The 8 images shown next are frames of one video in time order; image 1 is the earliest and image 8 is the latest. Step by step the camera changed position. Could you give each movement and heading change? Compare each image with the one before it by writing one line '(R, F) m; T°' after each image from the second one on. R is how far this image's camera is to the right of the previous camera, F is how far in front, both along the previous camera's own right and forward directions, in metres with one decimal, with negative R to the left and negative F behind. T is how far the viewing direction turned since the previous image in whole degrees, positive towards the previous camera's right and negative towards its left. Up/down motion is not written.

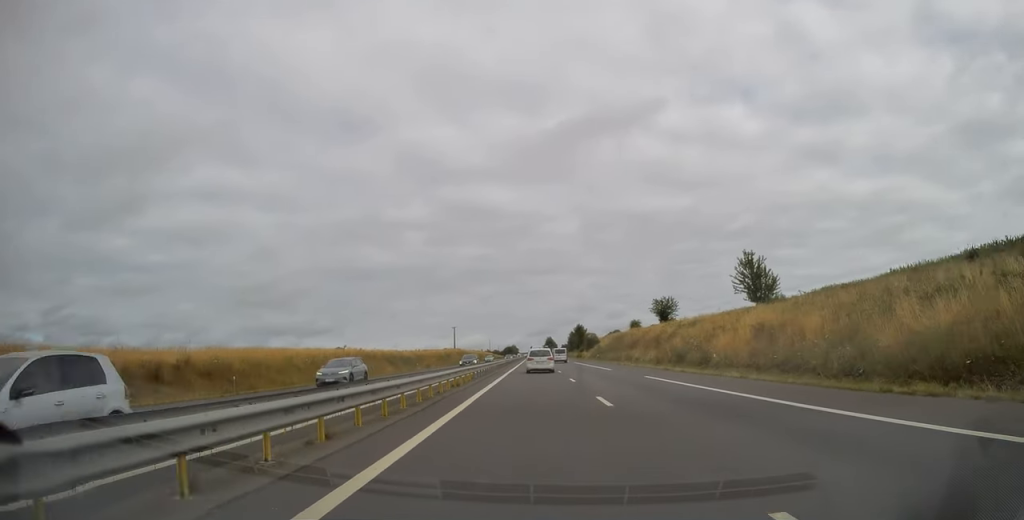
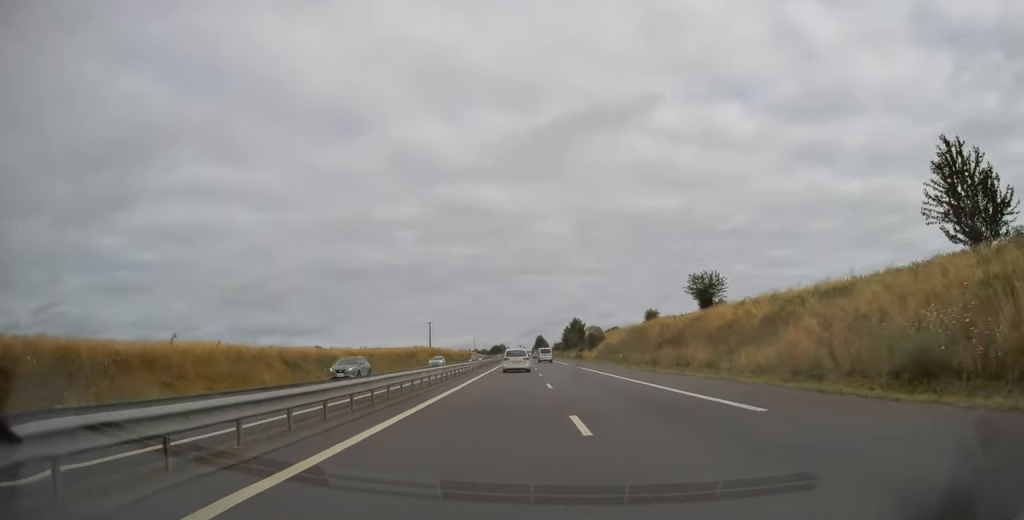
(+0.2, +31.0) m; +1°
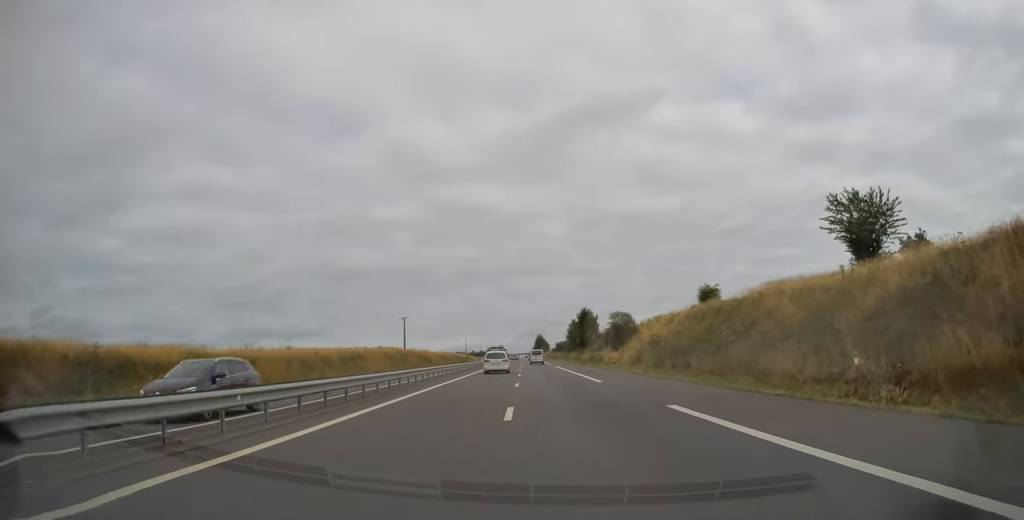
(+0.2, +36.2) m; 0°
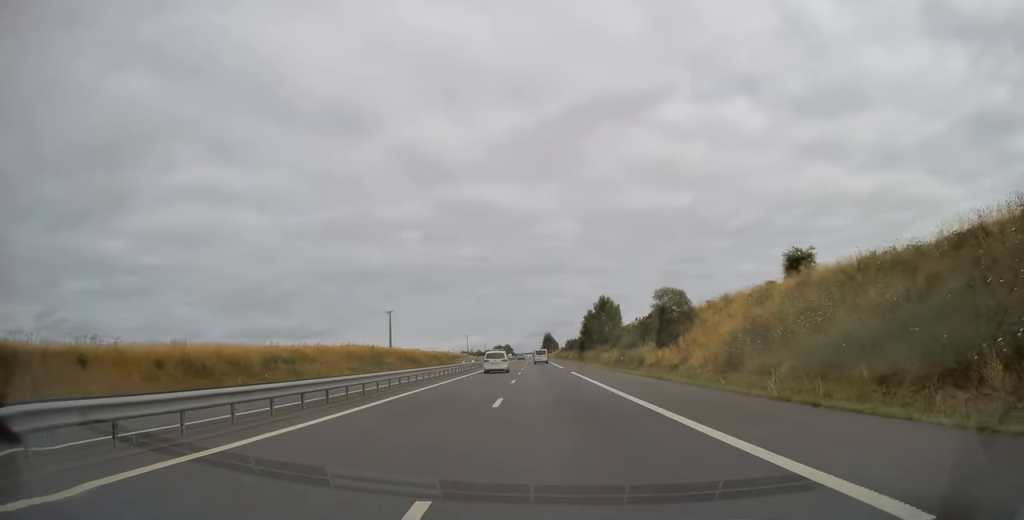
(0.0, +22.7) m; 0°
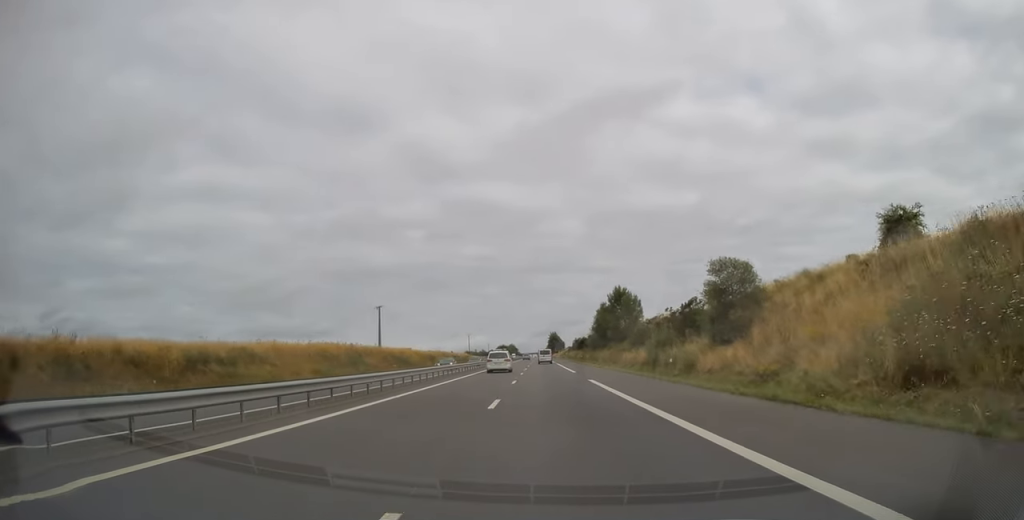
(0.0, +13.5) m; 0°
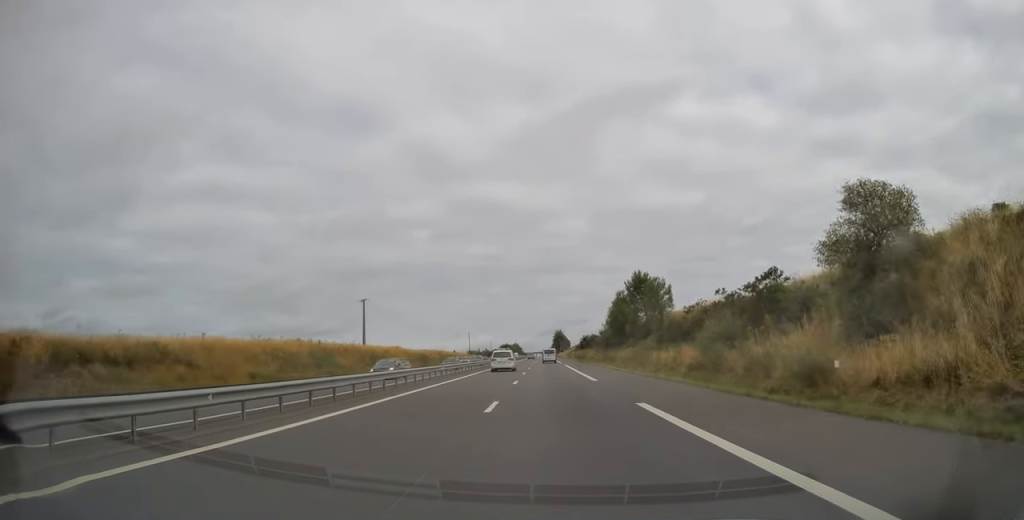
(-0.1, +13.9) m; 0°
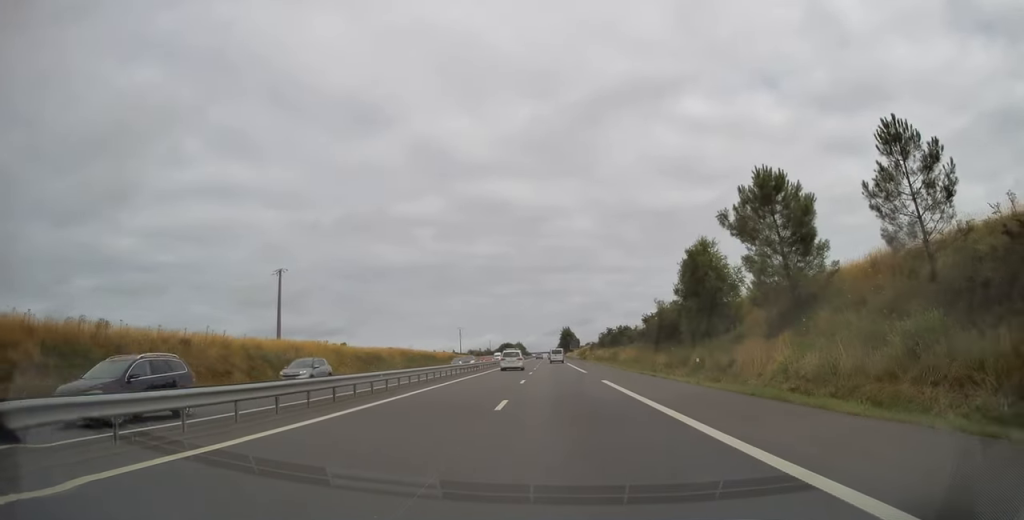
(-0.3, +38.7) m; -1°
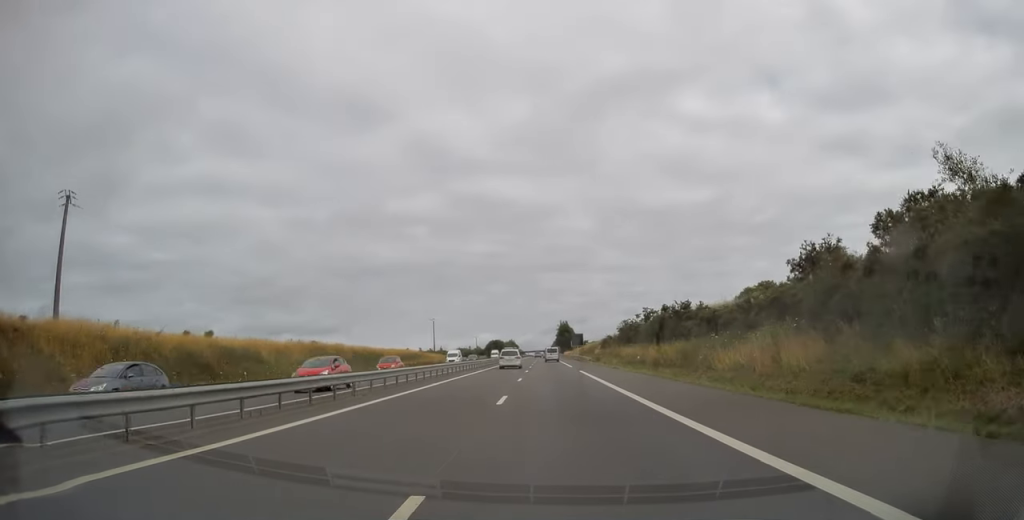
(-0.1, +37.7) m; 0°
